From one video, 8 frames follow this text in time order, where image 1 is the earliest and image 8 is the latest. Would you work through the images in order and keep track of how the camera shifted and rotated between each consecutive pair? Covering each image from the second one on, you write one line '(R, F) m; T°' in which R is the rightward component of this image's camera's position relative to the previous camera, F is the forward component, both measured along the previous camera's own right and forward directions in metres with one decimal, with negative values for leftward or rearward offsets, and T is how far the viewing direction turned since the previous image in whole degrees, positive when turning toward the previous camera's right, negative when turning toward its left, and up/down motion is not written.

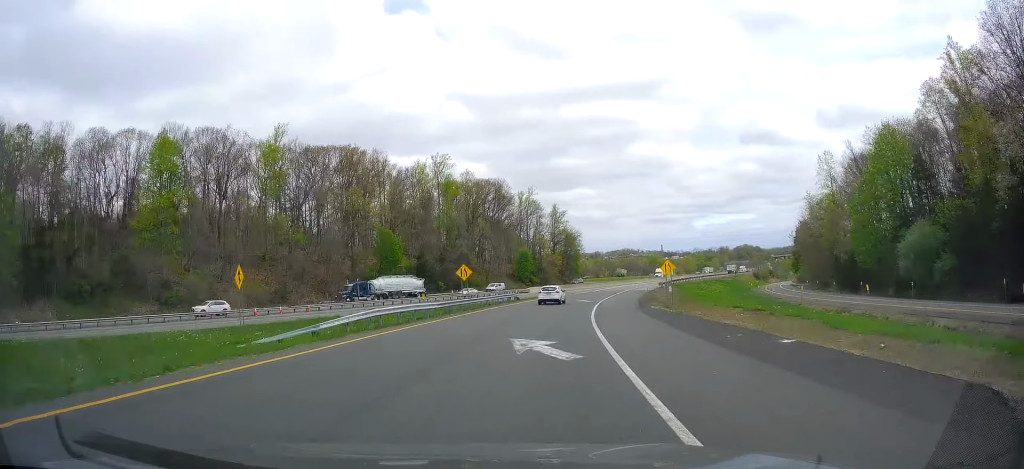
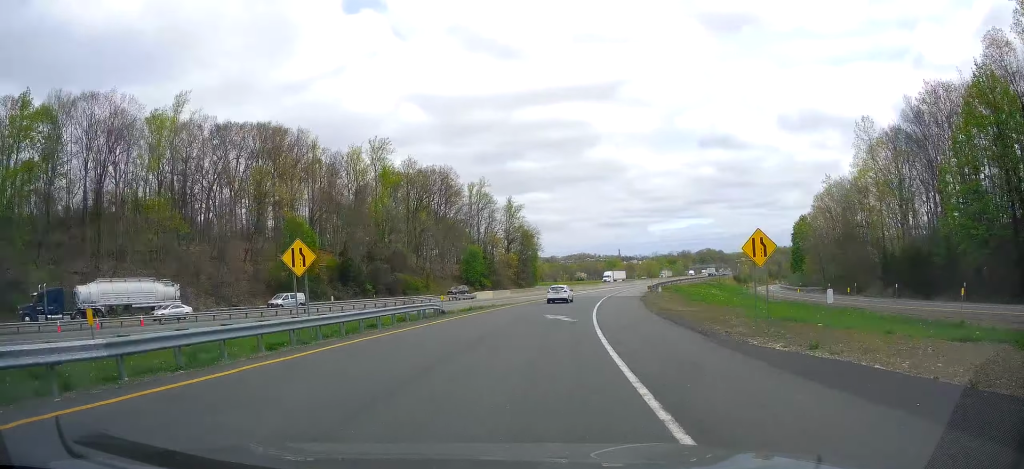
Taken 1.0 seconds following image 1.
(+1.1, +24.7) m; +5°
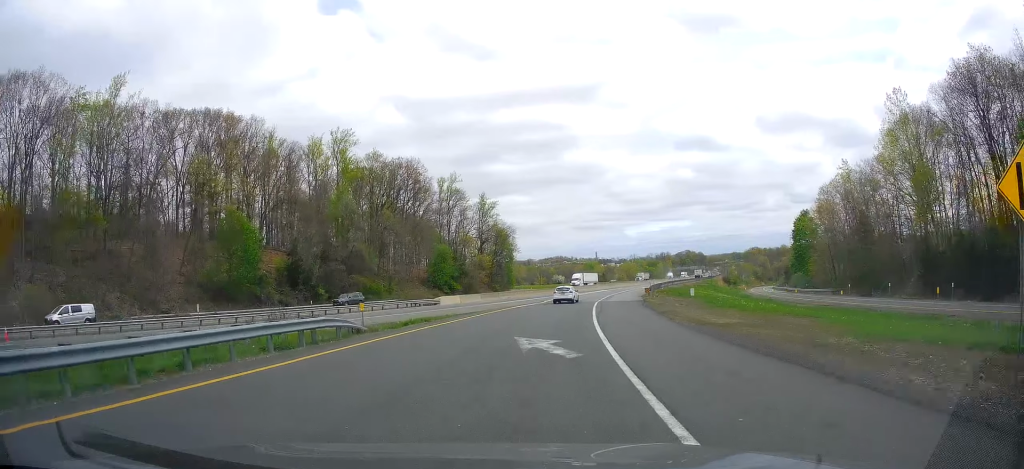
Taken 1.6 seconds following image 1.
(+0.1, +12.8) m; +2°
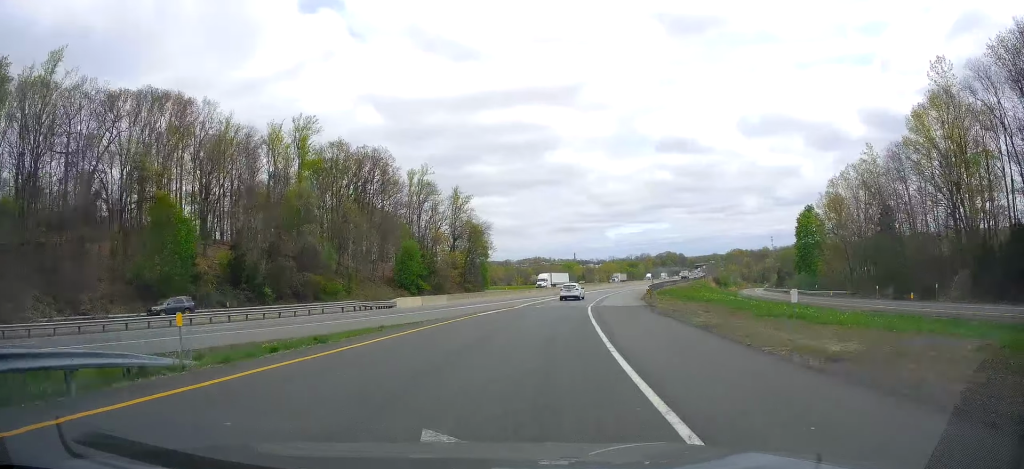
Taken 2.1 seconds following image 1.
(+0.4, +12.0) m; +2°
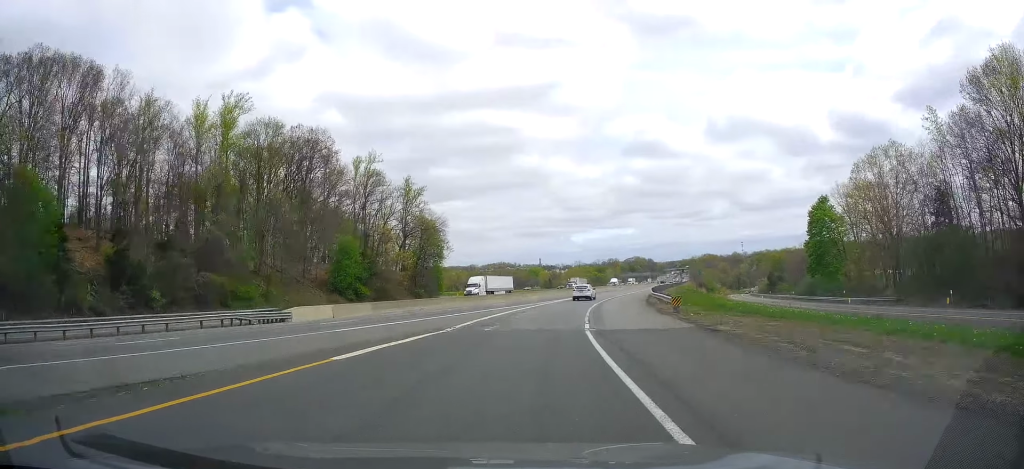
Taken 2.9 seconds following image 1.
(+0.6, +19.3) m; +3°
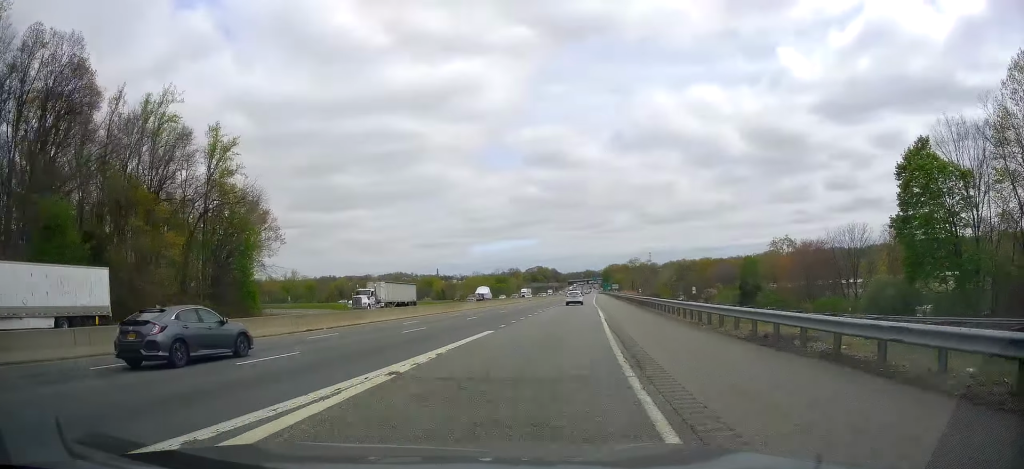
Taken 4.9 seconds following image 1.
(+3.7, +48.9) m; +9°
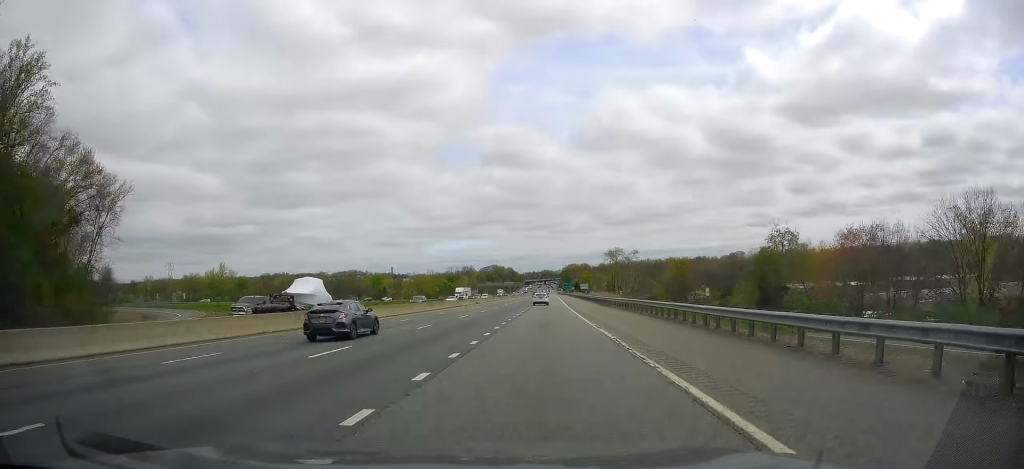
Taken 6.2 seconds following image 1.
(+1.6, +33.6) m; +6°
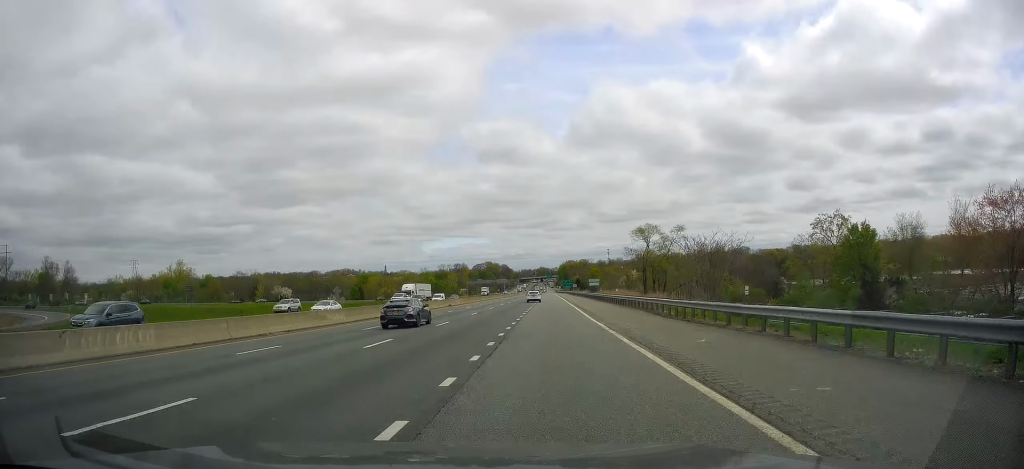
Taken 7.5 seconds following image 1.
(+1.5, +32.6) m; +4°
